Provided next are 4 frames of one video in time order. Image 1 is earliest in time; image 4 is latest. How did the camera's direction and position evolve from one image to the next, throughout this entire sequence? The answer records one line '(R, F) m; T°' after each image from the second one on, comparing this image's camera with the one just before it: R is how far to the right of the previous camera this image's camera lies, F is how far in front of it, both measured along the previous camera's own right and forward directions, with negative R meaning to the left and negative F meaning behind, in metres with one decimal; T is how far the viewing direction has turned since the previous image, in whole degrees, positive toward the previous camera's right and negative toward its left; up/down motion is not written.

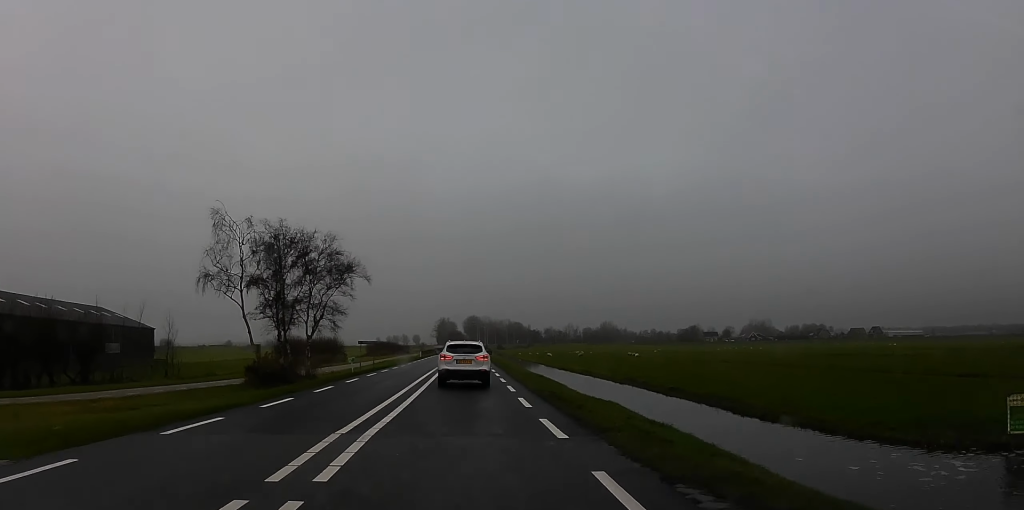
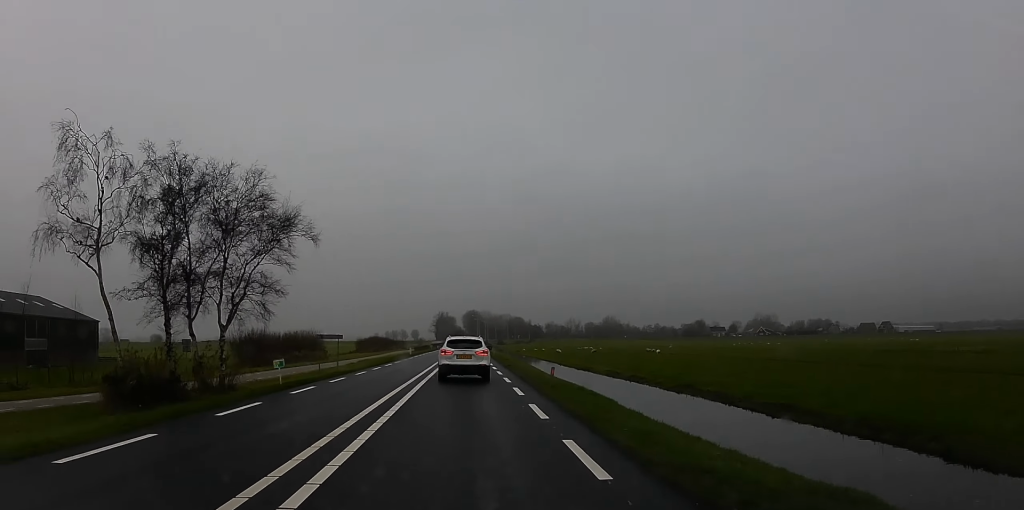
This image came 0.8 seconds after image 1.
(-0.1, +15.7) m; 0°
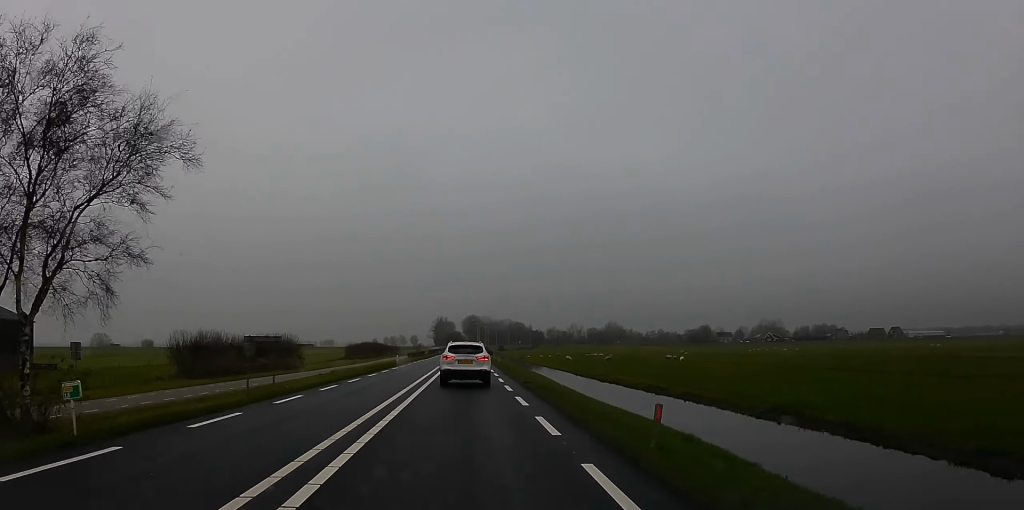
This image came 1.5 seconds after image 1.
(0.0, +14.1) m; 0°
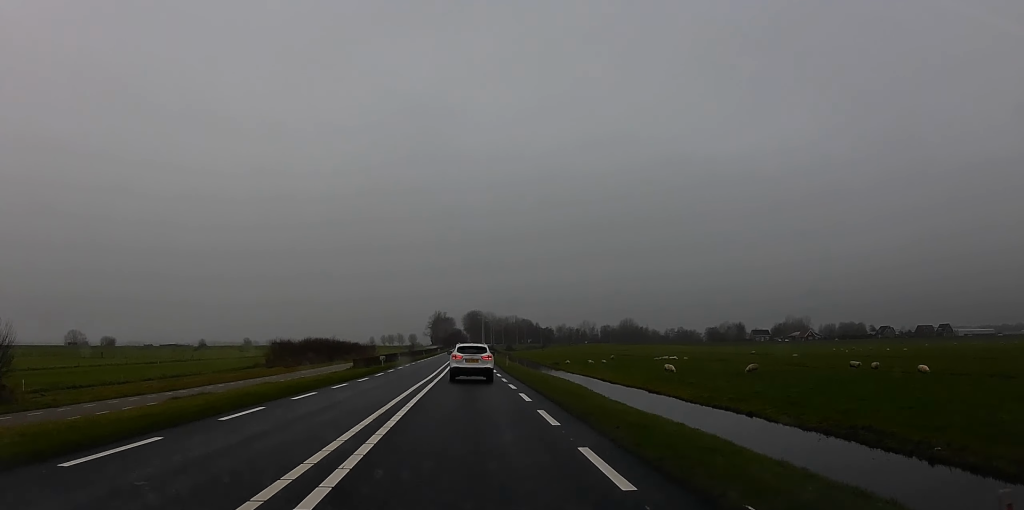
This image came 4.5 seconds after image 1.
(+1.3, +57.6) m; +3°
